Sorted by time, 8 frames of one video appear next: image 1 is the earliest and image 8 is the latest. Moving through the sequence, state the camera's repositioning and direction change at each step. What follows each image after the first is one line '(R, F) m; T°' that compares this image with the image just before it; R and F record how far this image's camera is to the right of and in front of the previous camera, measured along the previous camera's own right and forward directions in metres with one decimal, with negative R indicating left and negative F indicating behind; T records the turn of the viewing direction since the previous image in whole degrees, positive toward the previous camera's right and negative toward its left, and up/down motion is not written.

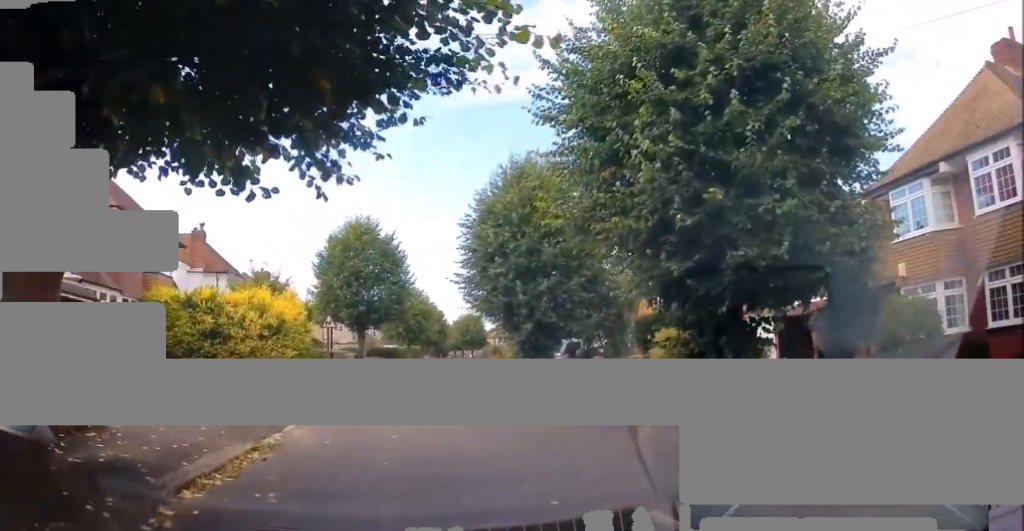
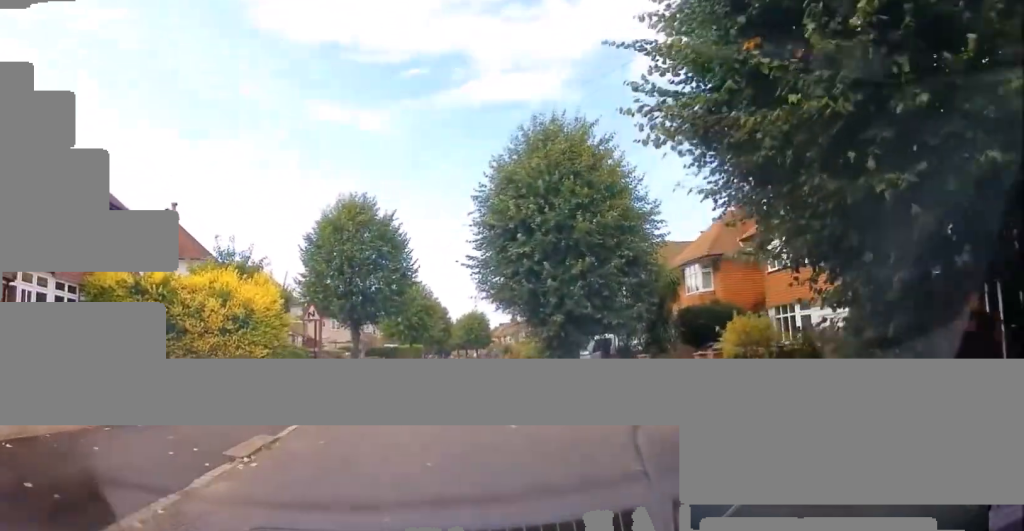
(+0.2, +4.6) m; +3°
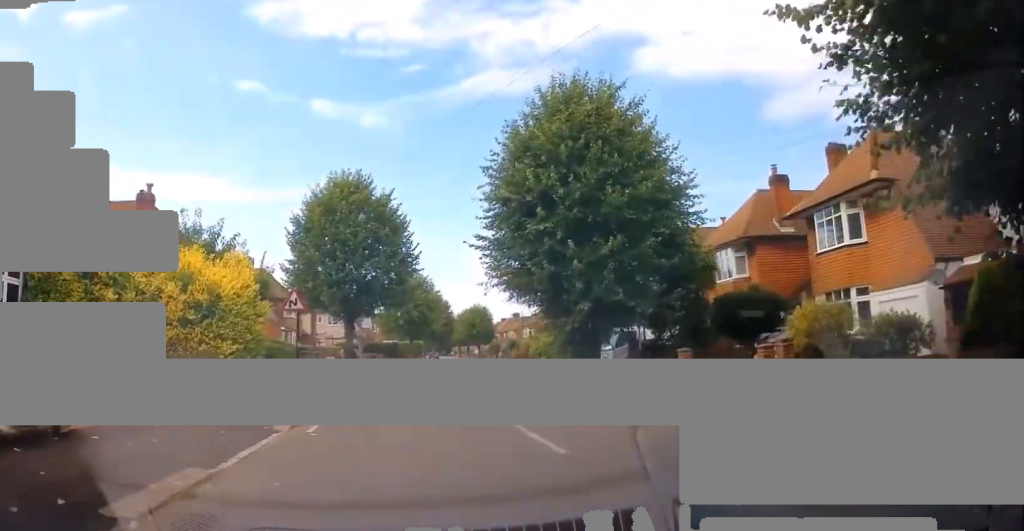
(0.0, +3.0) m; 0°
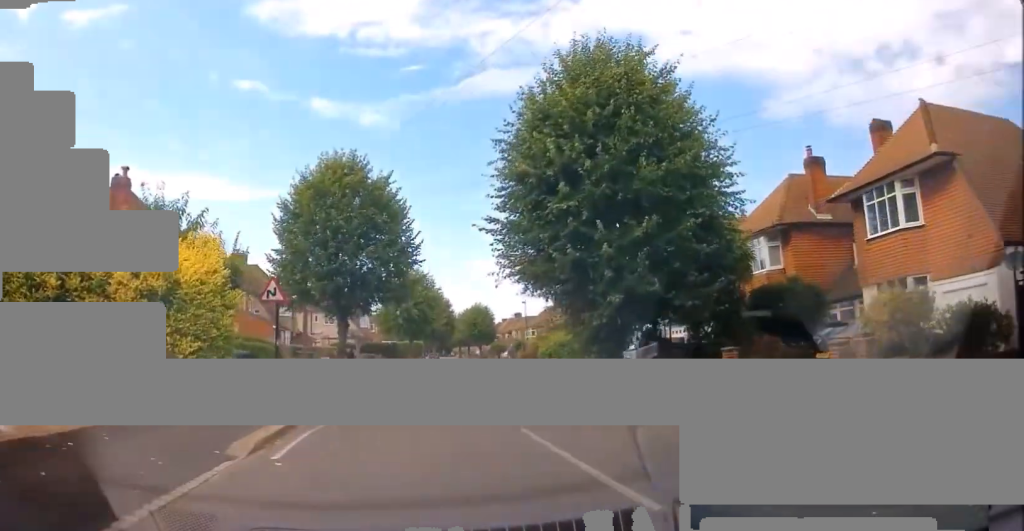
(0.0, +2.9) m; 0°
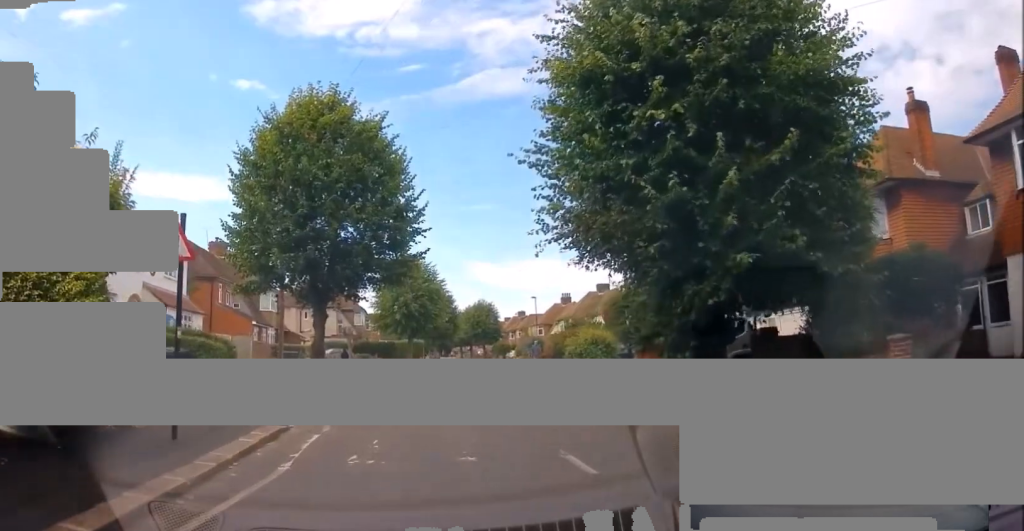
(0.0, +6.7) m; 0°
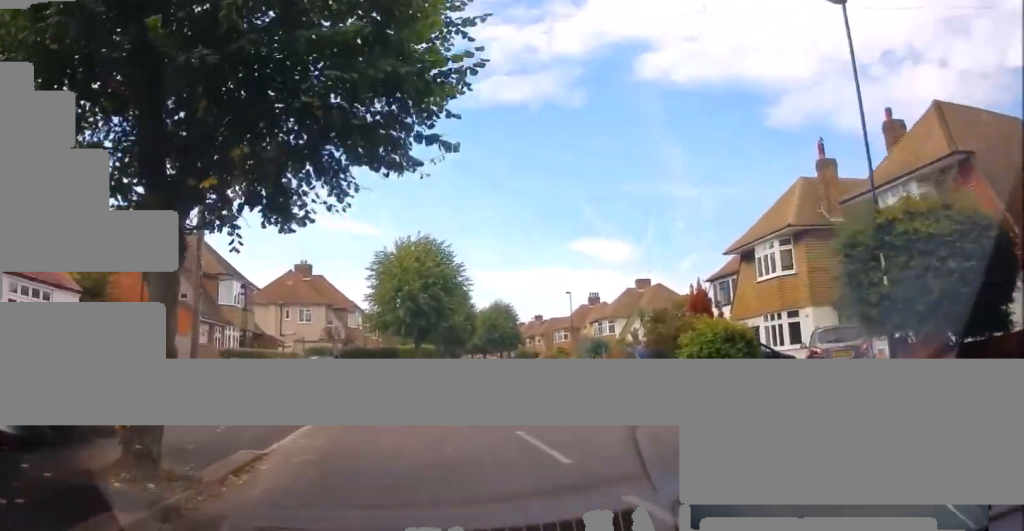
(-1.3, +14.1) m; -11°
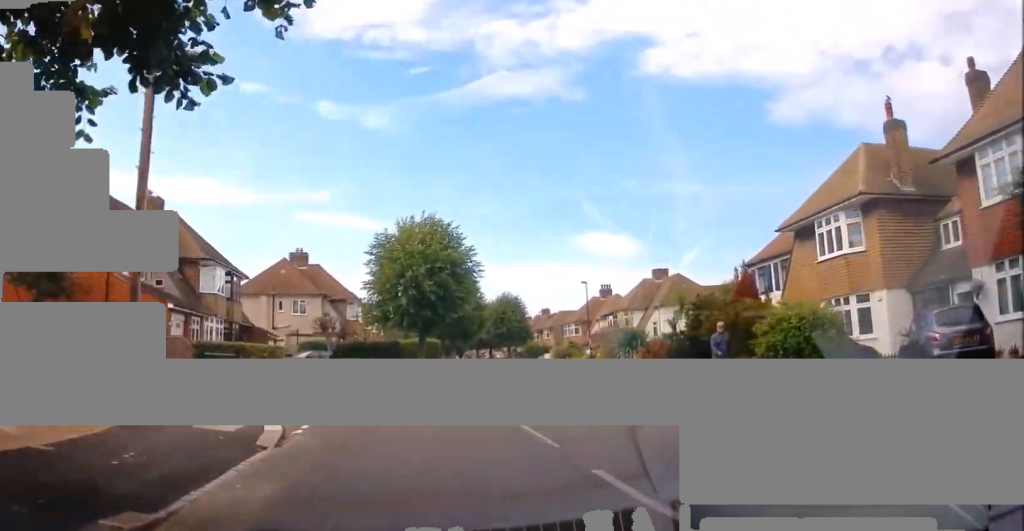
(0.0, +4.7) m; +4°
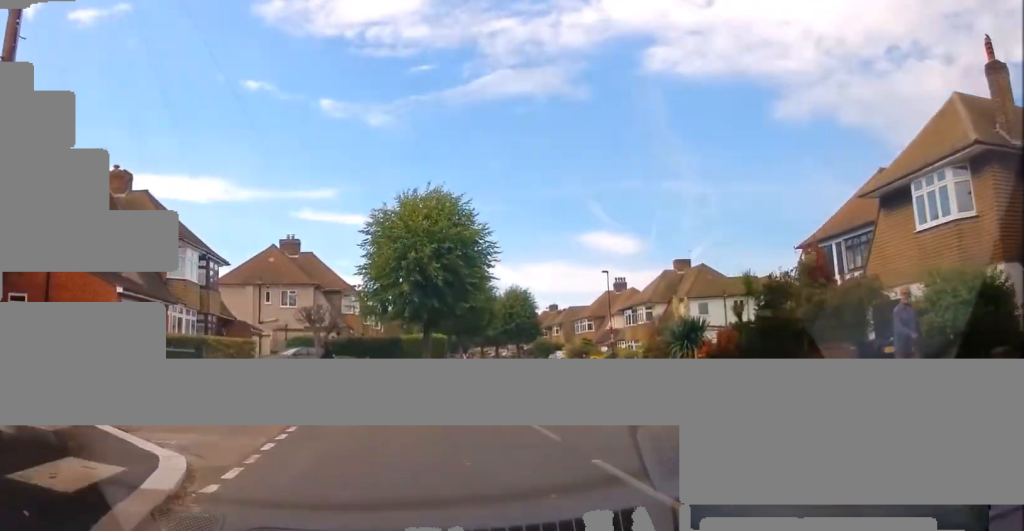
(+0.4, +5.1) m; +1°
